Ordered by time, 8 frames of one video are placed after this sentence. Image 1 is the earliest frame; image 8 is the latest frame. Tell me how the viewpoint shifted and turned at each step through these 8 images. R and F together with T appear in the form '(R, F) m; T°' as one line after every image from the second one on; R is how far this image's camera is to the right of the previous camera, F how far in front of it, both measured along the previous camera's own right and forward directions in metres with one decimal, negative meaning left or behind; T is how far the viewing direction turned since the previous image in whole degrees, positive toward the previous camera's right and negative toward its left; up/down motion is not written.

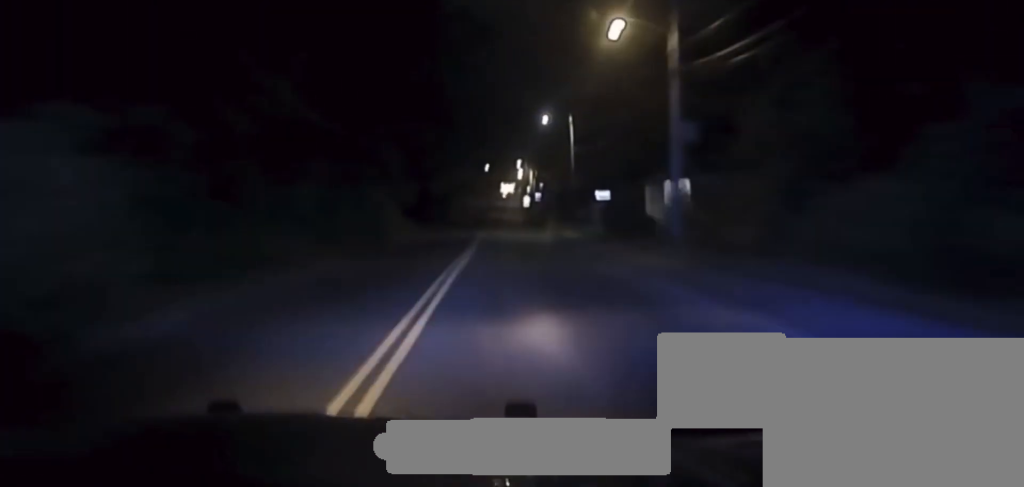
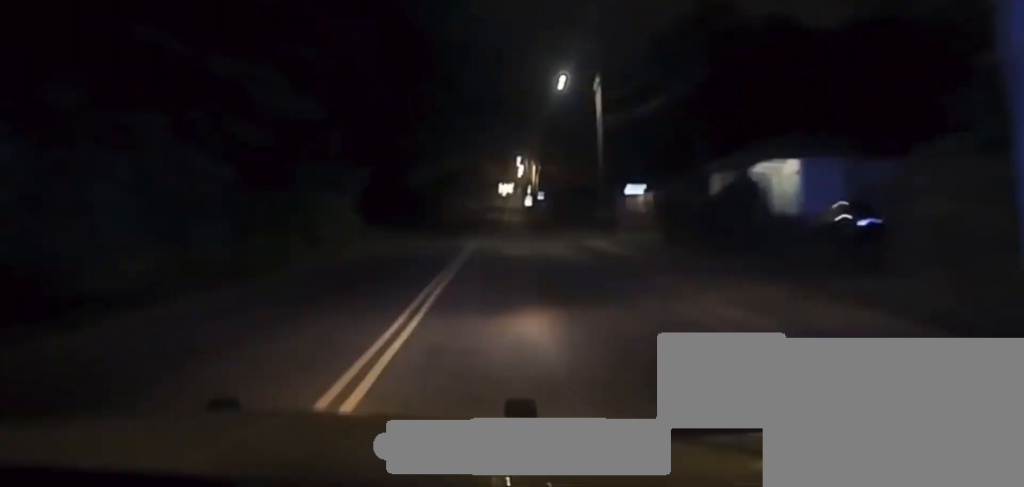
(0.0, +20.8) m; 0°
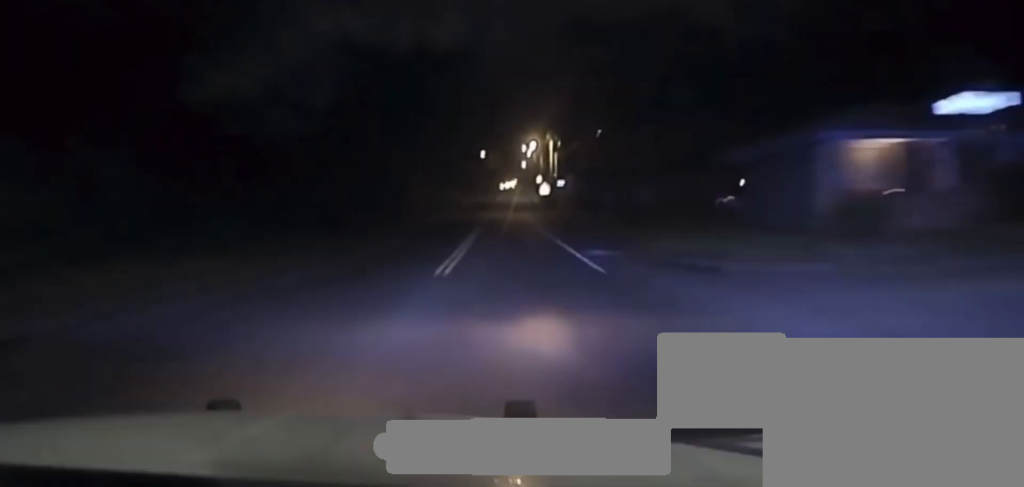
(0.0, +45.9) m; 0°
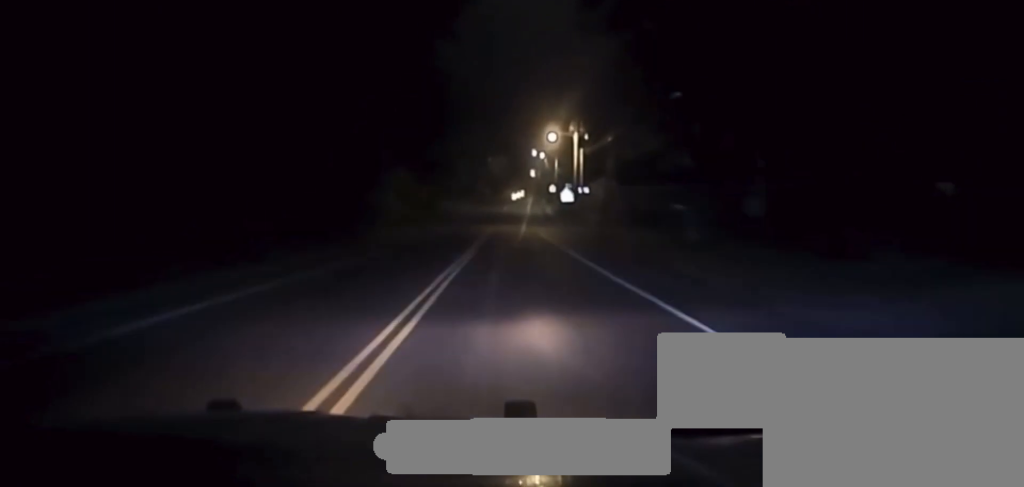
(0.0, +25.0) m; 0°
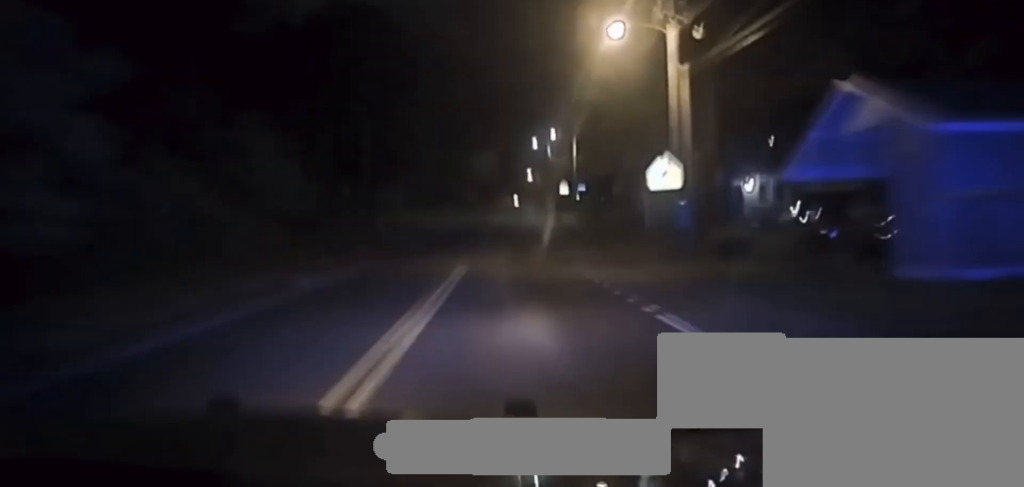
(-0.5, +45.7) m; +1°
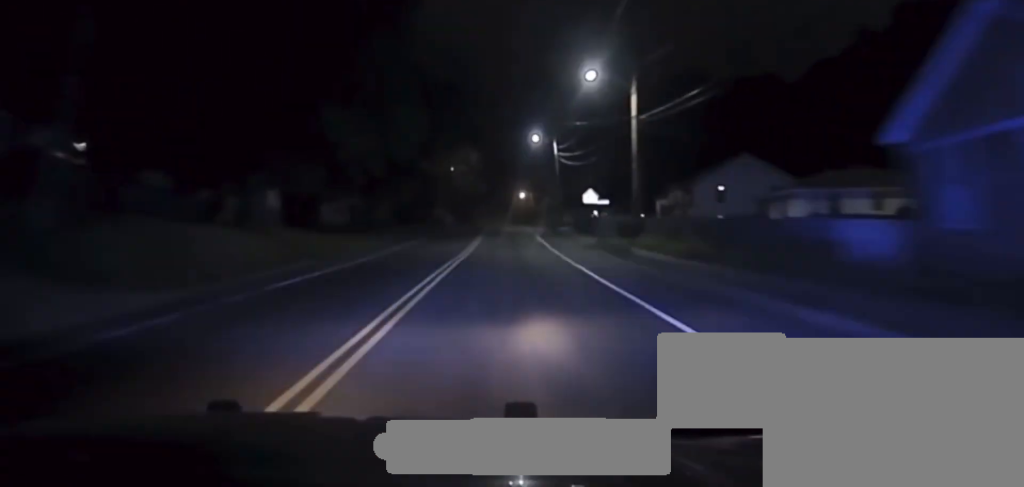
(+0.9, +45.0) m; +1°
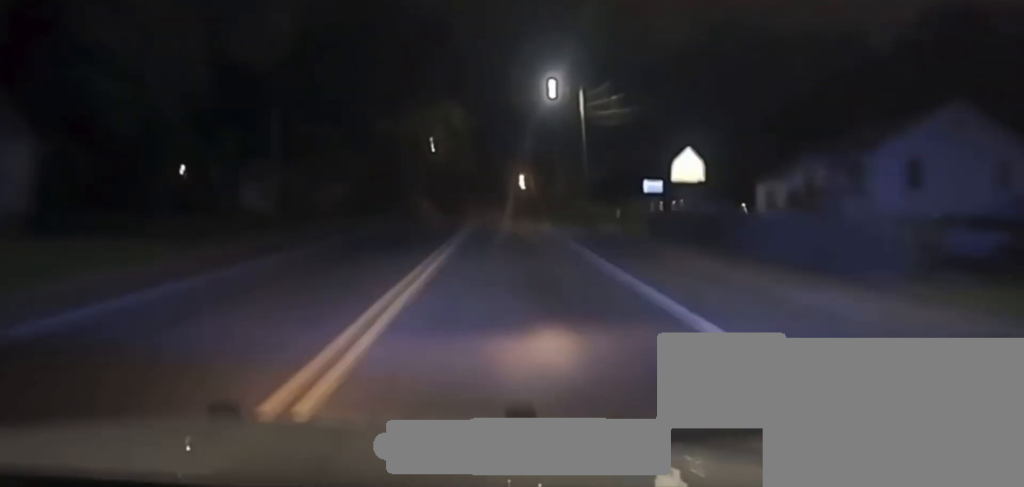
(+0.1, +33.6) m; 0°
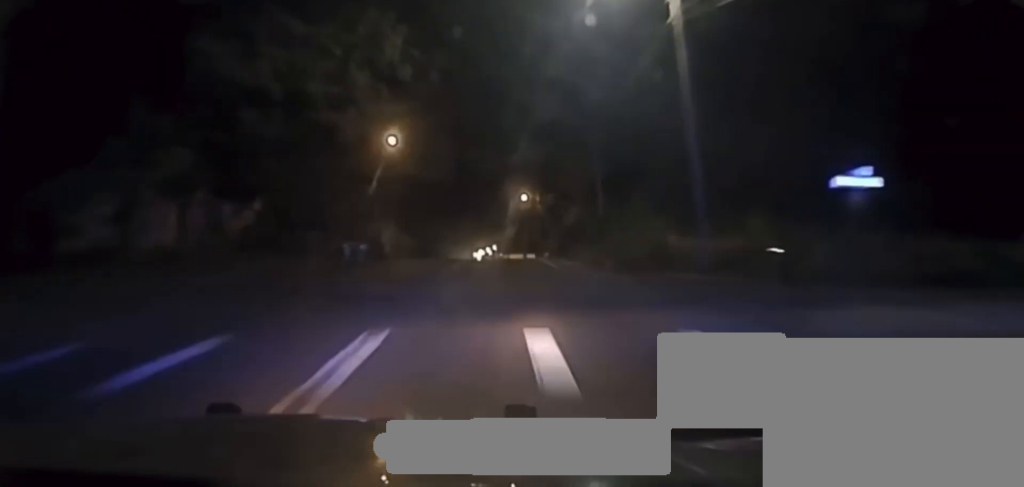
(-0.2, +36.6) m; 0°
